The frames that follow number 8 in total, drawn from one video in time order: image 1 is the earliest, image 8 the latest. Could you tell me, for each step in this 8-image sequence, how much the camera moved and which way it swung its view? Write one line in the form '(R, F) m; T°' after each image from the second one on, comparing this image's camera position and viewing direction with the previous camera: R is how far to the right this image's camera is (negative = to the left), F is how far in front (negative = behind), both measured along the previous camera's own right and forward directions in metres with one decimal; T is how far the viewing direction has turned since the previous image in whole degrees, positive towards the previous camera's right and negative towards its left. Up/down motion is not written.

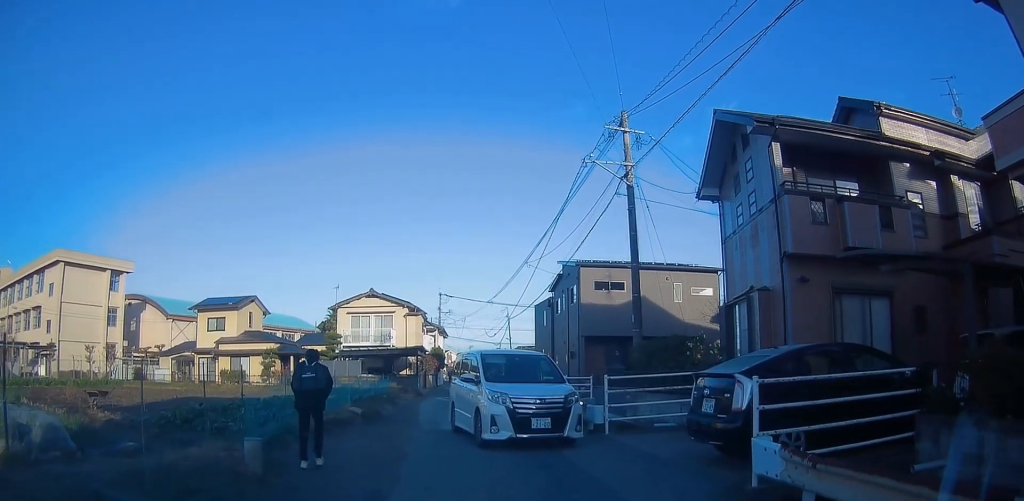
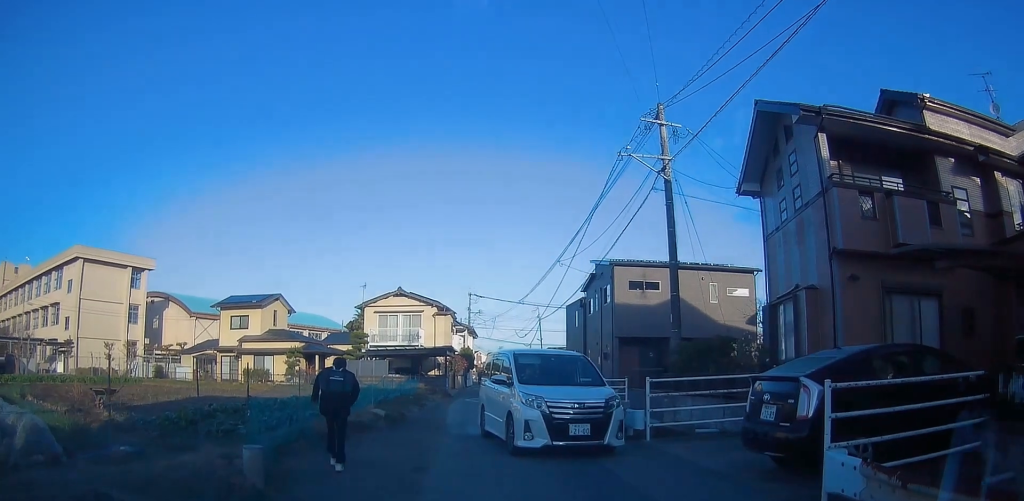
(0.0, +1.4) m; -3°
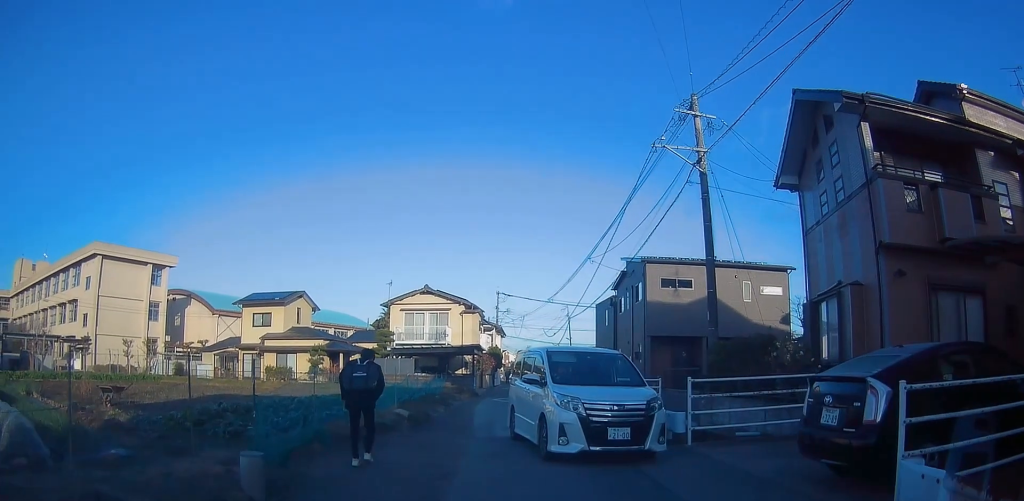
(0.0, +1.3) m; -3°
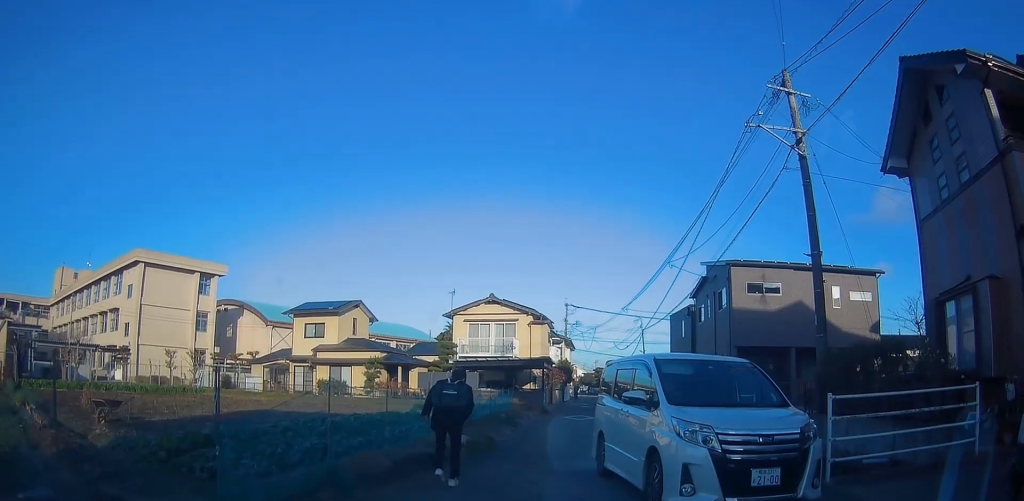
(-0.3, +4.0) m; -6°
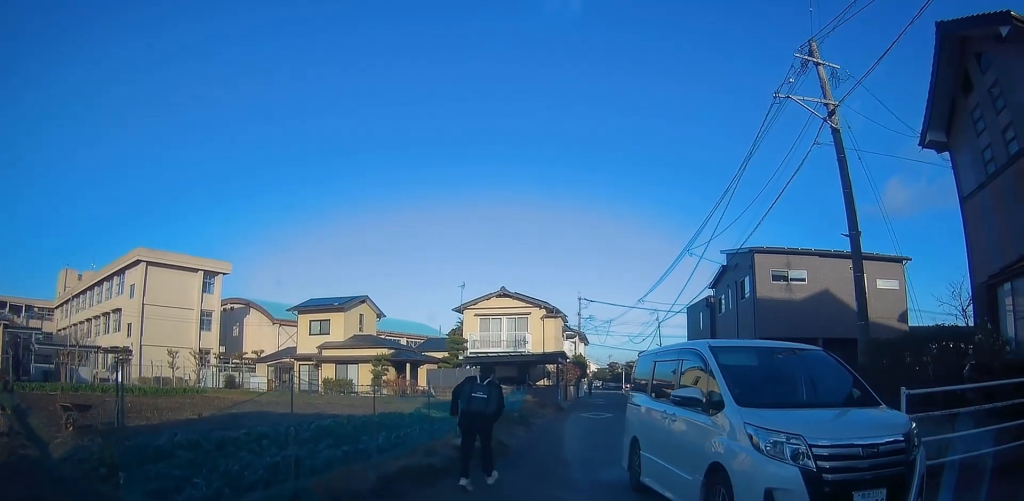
(0.0, +1.9) m; -1°
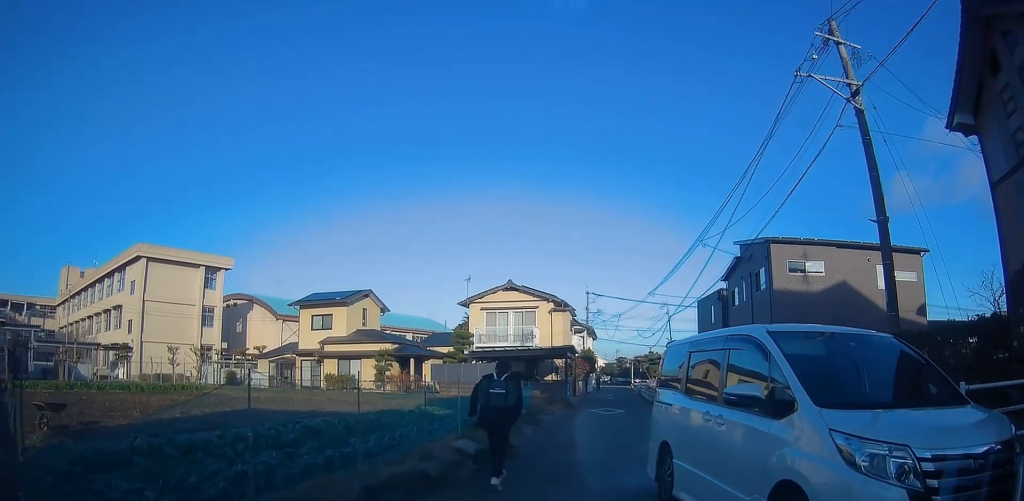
(0.0, +1.2) m; 0°
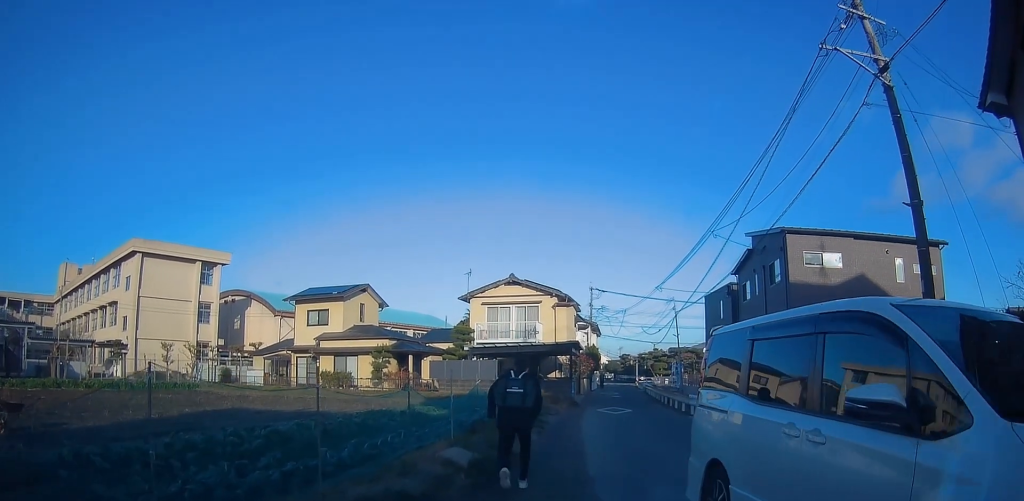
(0.0, +1.5) m; -1°
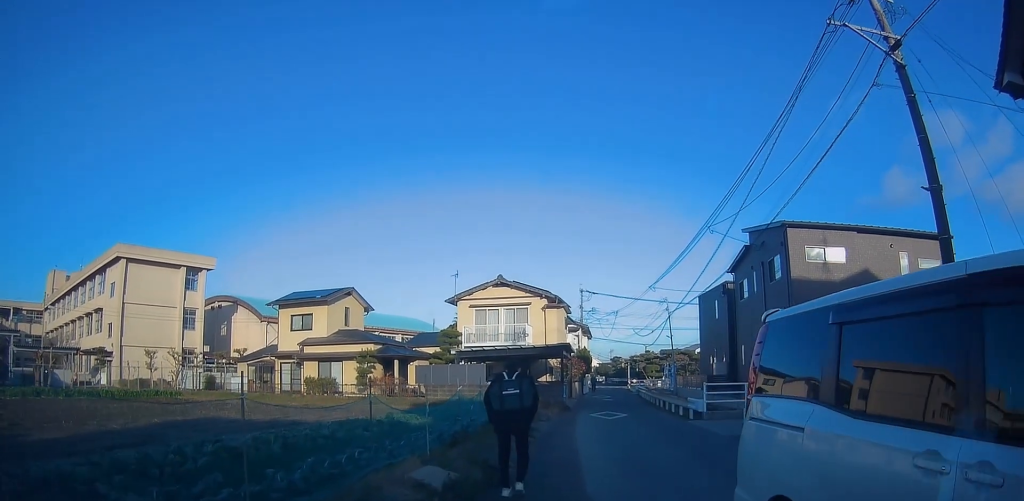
(0.0, +1.4) m; -1°
